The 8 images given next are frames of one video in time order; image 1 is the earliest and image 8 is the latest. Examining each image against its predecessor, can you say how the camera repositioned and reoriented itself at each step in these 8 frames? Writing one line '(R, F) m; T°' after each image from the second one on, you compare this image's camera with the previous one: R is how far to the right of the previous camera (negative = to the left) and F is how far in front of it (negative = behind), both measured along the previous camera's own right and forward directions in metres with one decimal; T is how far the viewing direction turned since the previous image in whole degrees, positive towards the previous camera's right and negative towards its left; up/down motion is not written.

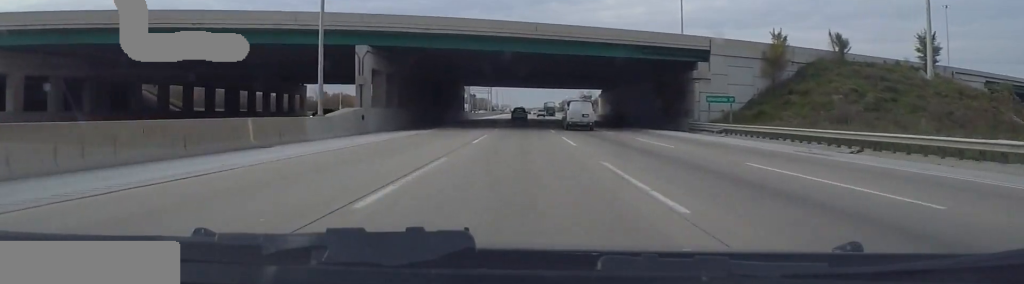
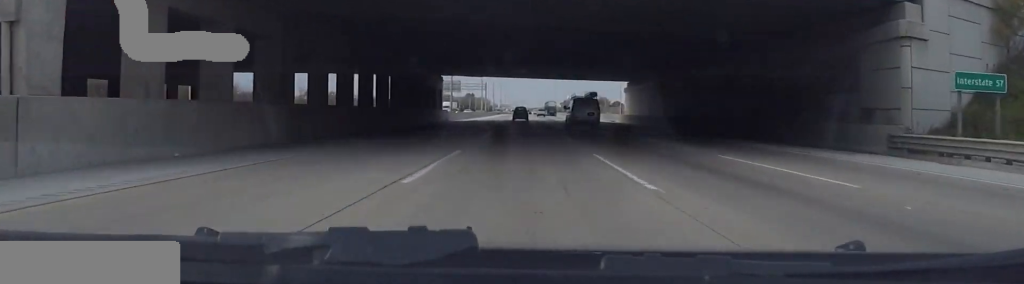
(-0.6, +27.6) m; +1°
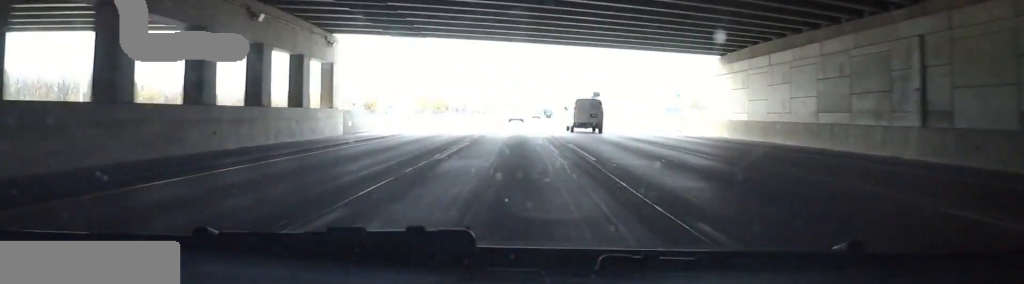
(+1.1, +40.3) m; 0°
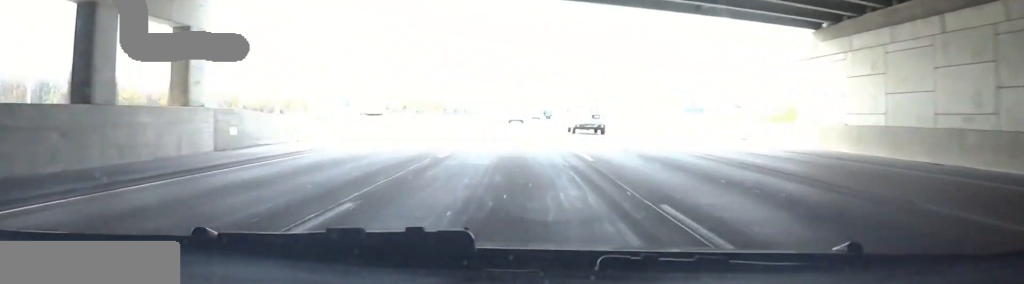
(+0.1, +14.6) m; -1°
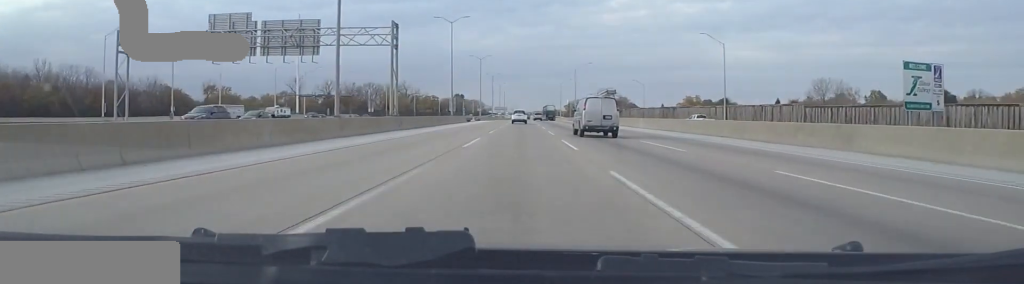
(+0.7, +55.4) m; +3°
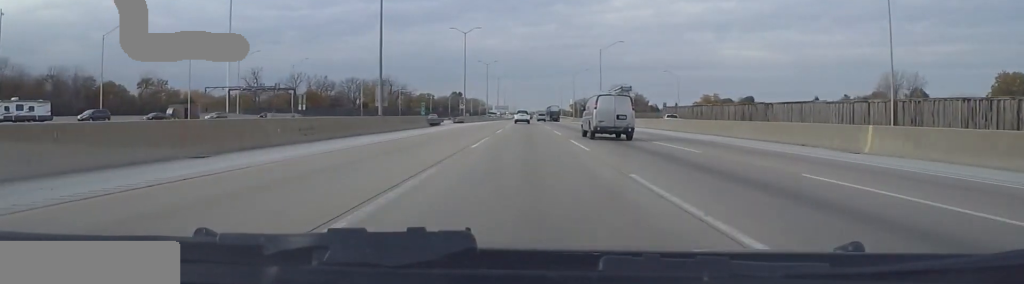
(-0.8, +46.5) m; -3°
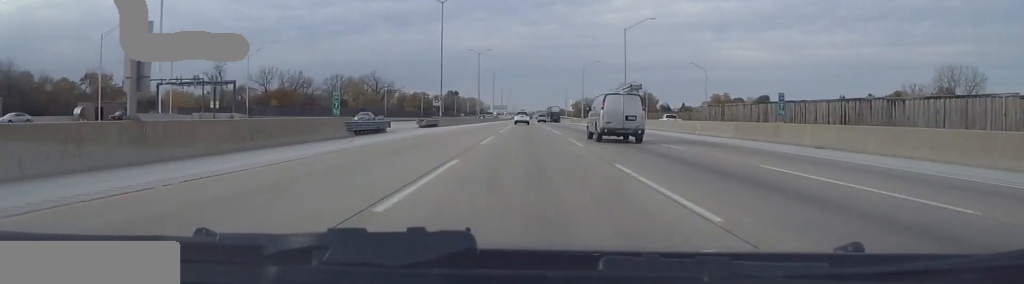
(-0.6, +27.7) m; 0°
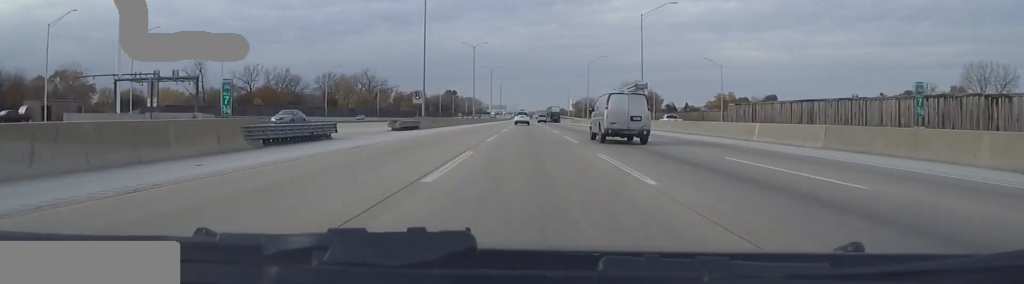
(+0.3, +12.3) m; +1°
